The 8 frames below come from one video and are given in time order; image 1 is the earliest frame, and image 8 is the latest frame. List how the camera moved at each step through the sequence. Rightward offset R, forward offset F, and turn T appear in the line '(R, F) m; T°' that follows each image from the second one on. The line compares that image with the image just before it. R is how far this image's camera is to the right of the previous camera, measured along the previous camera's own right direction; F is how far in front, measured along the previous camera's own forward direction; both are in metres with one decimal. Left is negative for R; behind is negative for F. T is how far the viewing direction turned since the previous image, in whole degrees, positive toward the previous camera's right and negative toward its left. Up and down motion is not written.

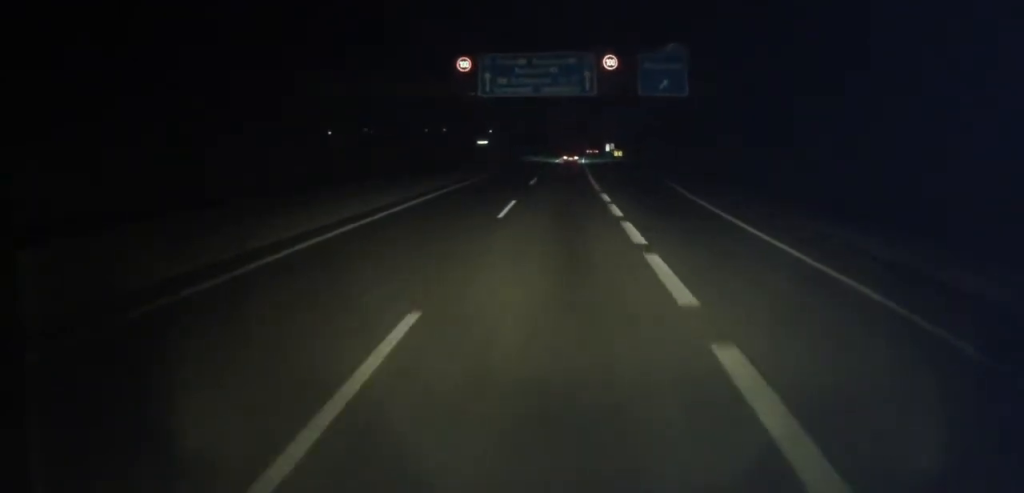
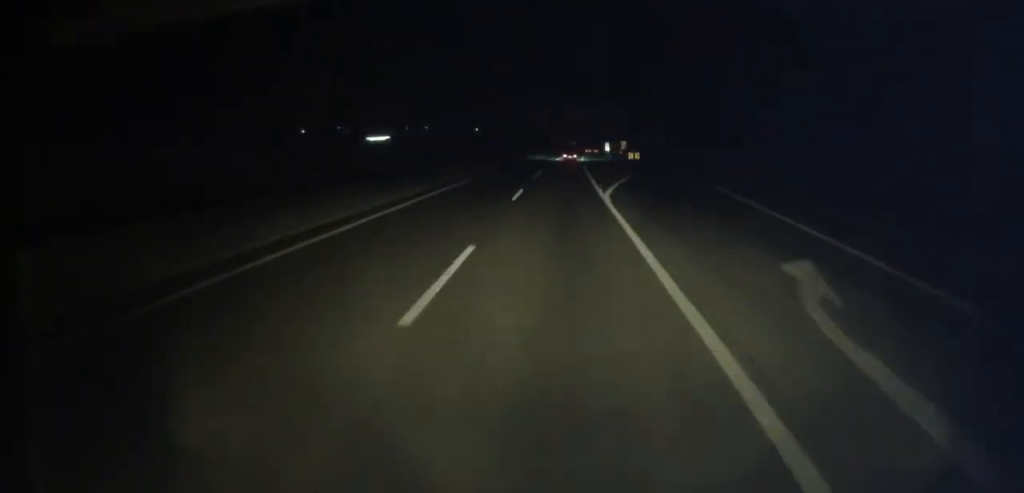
(+0.8, +27.2) m; +2°
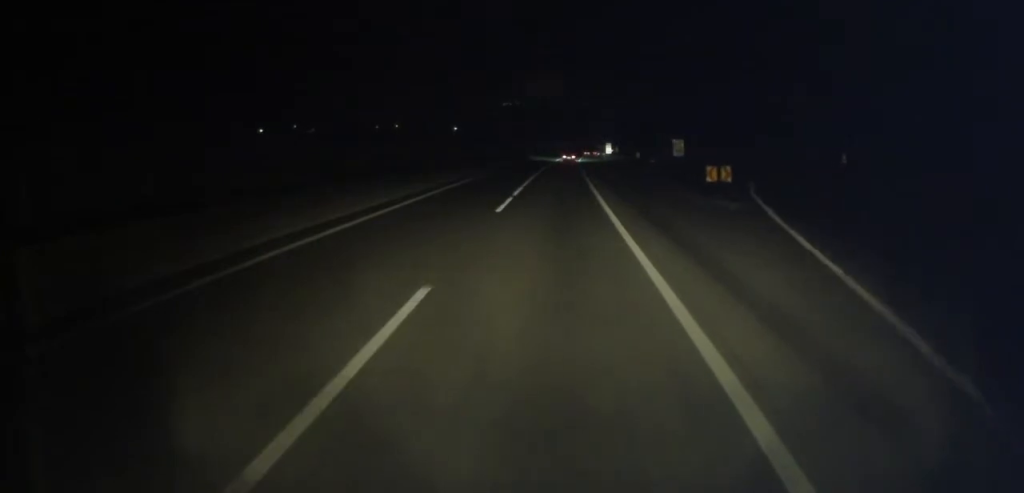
(+0.3, +35.5) m; +1°
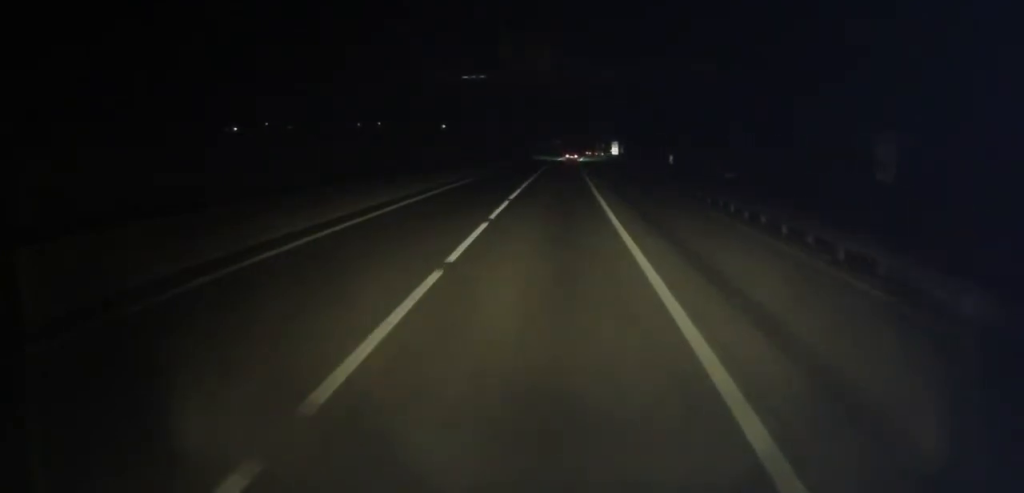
(+0.3, +24.1) m; +1°
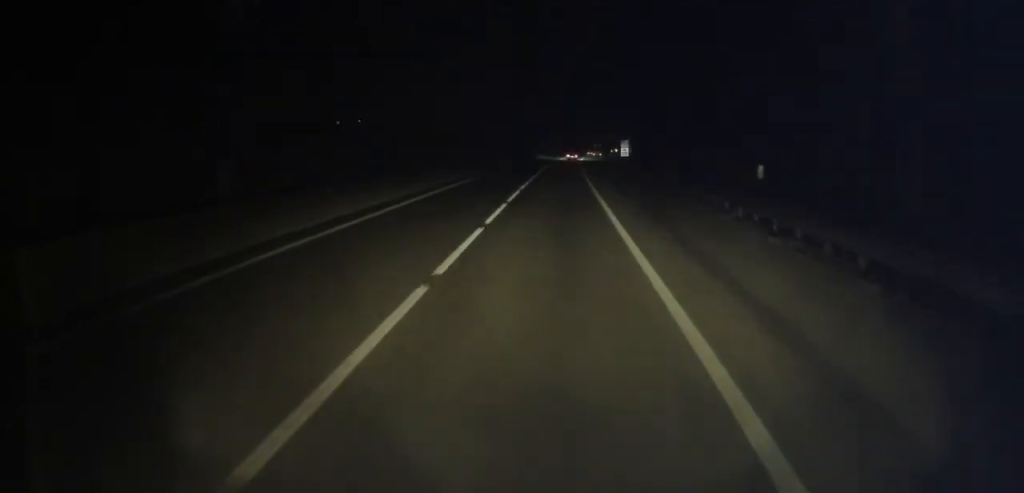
(+0.1, +24.0) m; 0°
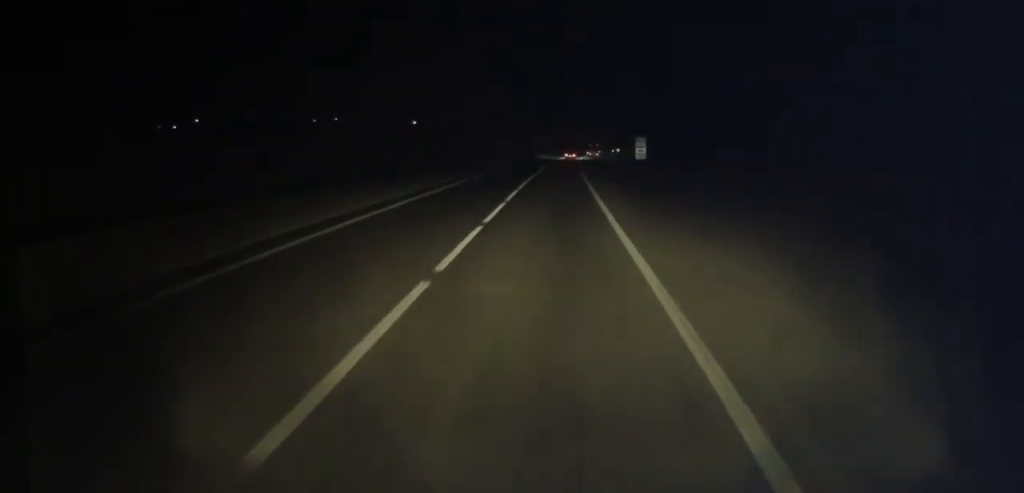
(-0.1, +20.7) m; 0°
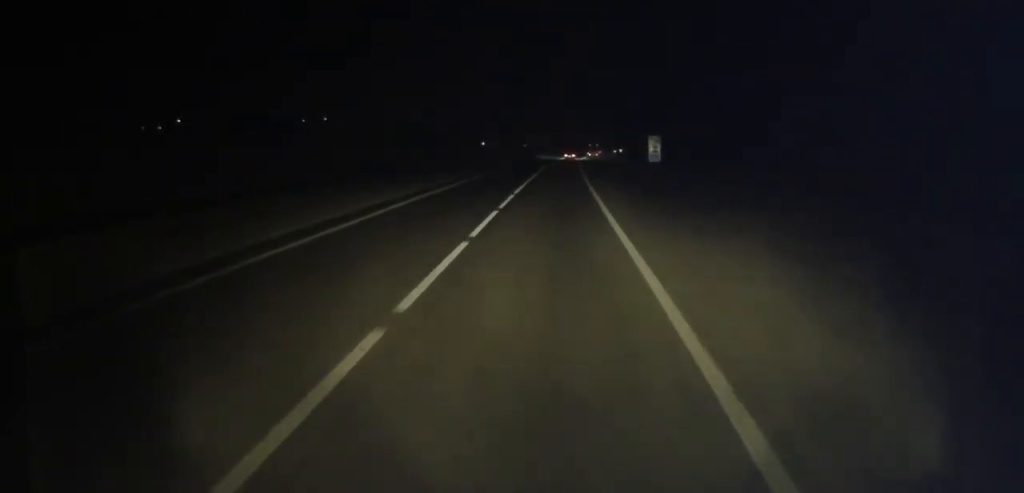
(0.0, +9.6) m; +1°
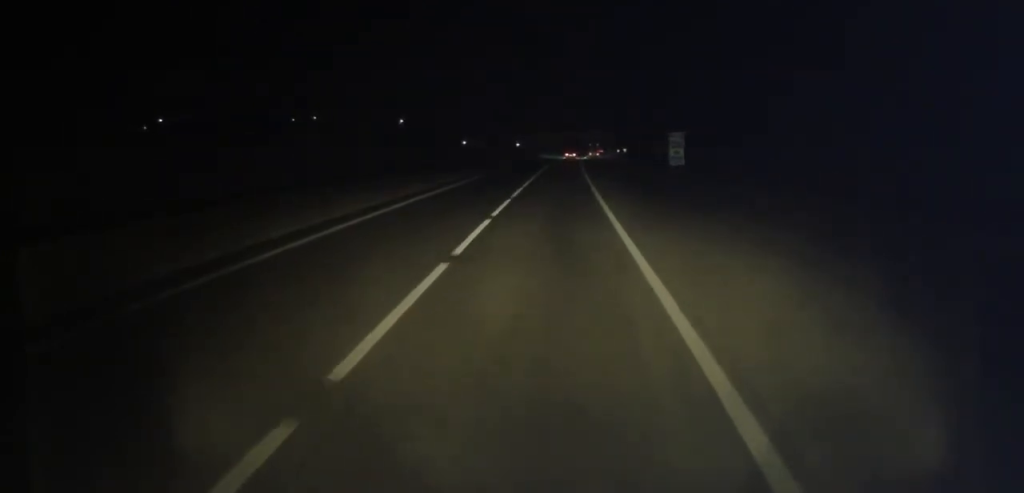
(0.0, +9.9) m; 0°
